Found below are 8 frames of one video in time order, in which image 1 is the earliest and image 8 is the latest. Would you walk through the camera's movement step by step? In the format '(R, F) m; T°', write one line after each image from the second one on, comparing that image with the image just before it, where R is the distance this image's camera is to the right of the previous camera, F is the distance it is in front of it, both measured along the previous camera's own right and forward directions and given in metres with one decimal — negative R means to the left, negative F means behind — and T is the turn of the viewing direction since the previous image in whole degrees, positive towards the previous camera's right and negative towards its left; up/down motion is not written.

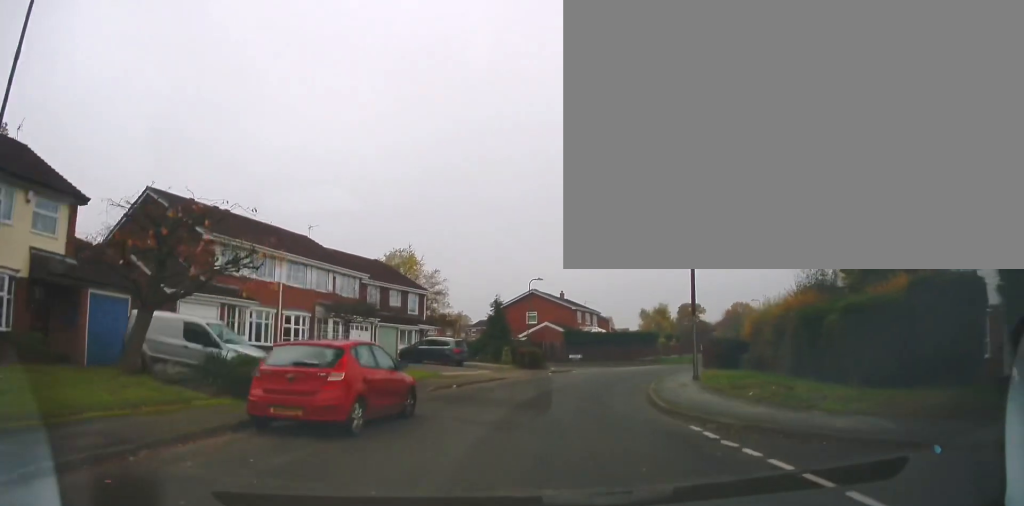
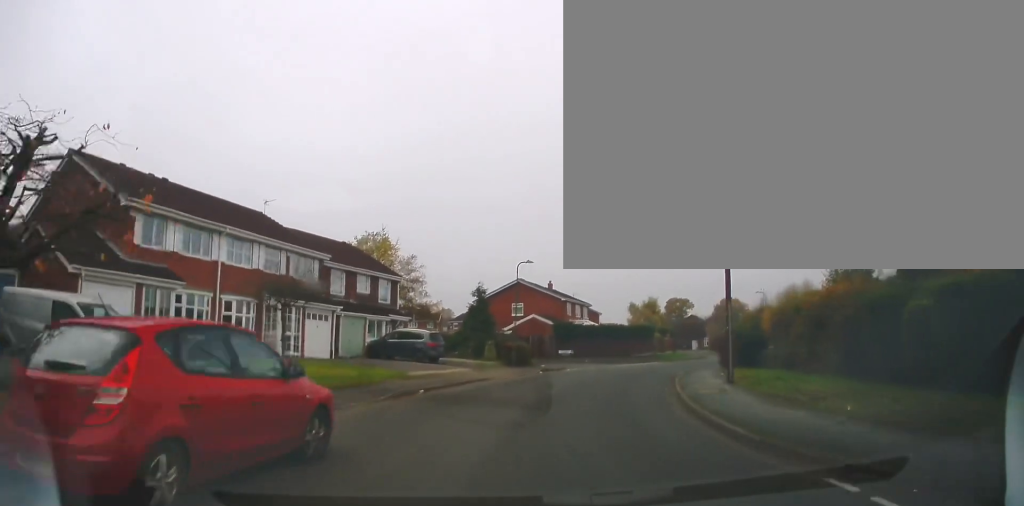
(+0.1, +4.8) m; +1°
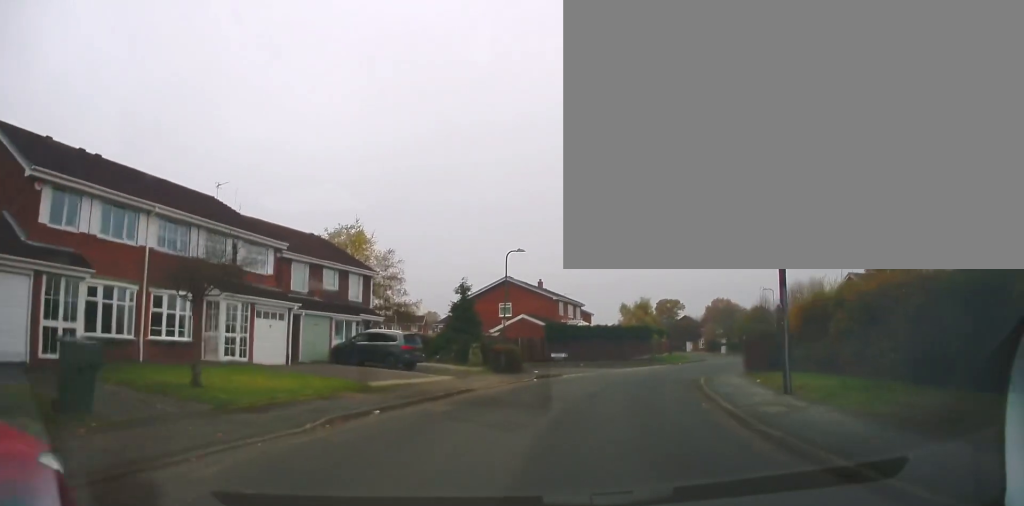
(0.0, +4.4) m; 0°
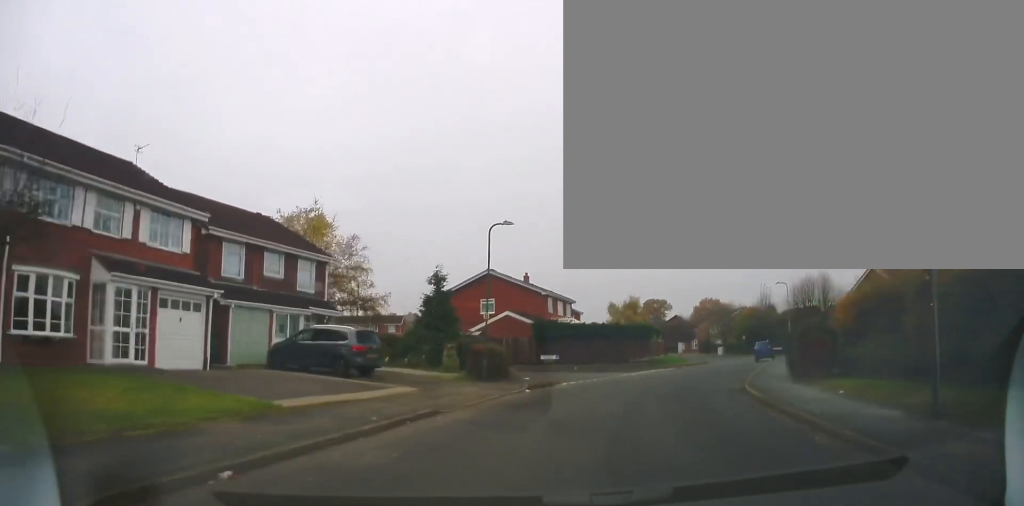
(0.0, +5.9) m; 0°
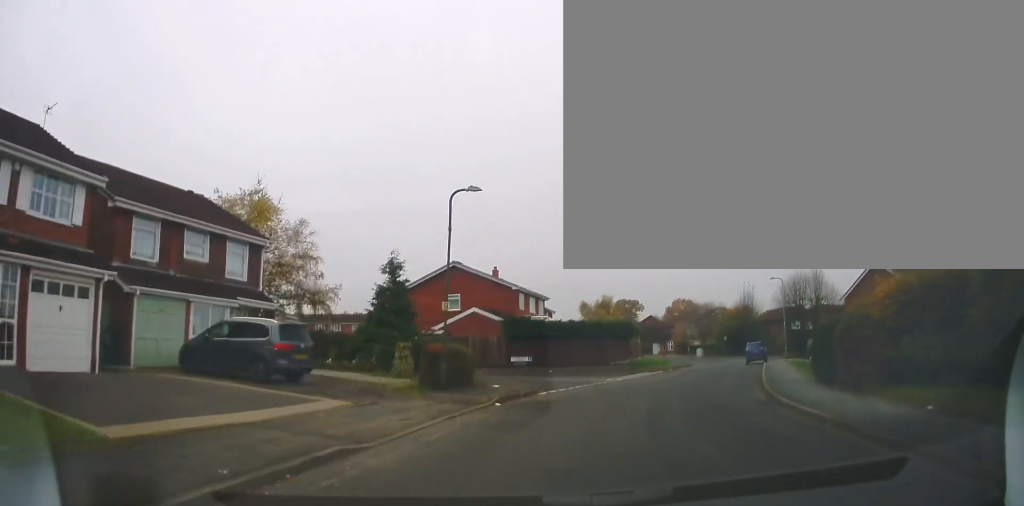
(0.0, +4.4) m; +3°
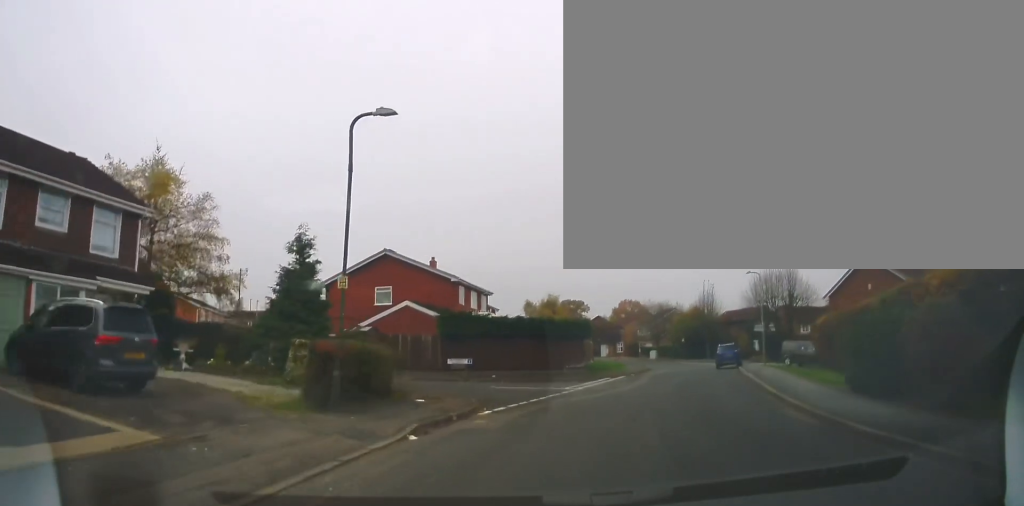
(+0.2, +5.4) m; +6°
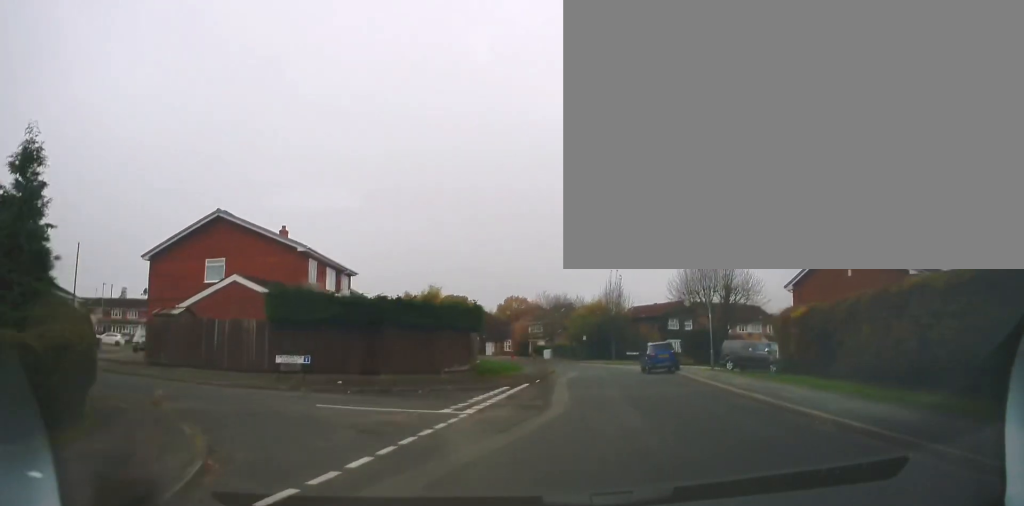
(+1.0, +9.8) m; +12°
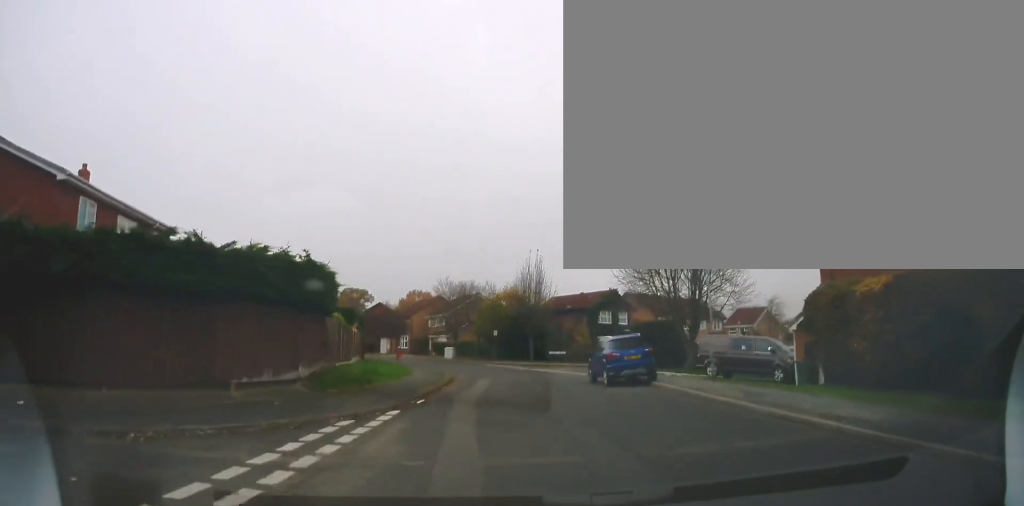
(+1.3, +11.6) m; +11°
